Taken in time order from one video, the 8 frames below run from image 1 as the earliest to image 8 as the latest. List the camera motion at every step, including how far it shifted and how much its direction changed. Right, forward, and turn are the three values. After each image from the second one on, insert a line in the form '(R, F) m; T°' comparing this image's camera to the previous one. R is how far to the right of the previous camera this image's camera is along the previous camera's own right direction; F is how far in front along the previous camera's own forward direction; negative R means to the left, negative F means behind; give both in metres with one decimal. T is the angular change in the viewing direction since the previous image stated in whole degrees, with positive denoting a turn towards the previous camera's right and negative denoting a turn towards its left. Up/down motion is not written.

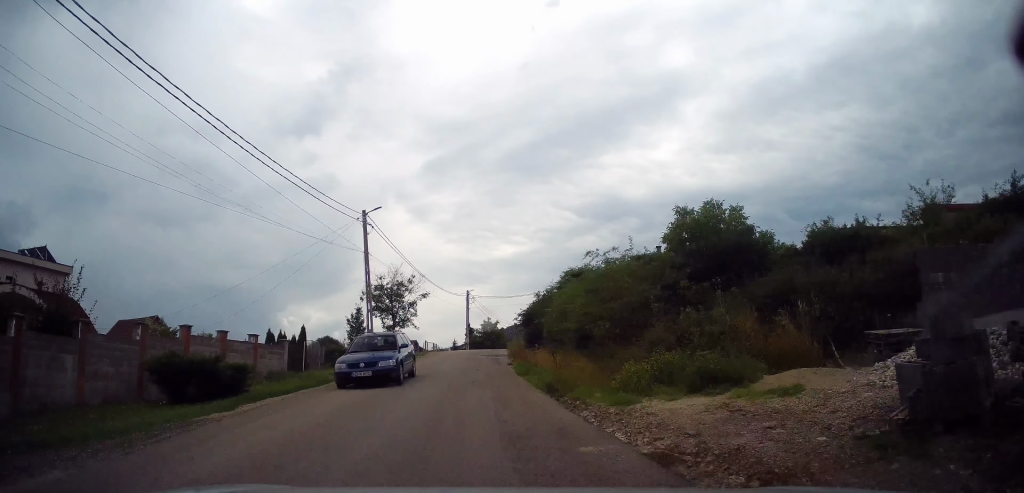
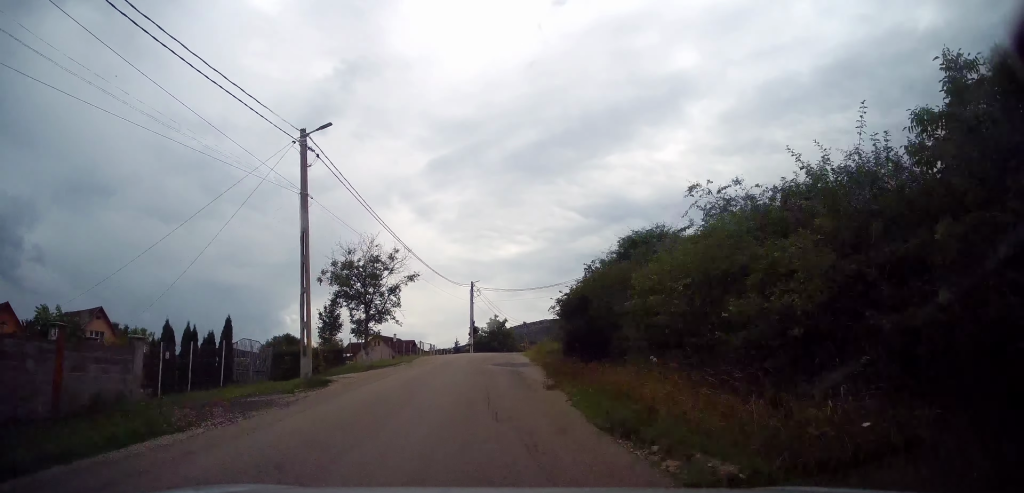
(0.0, +11.4) m; +1°
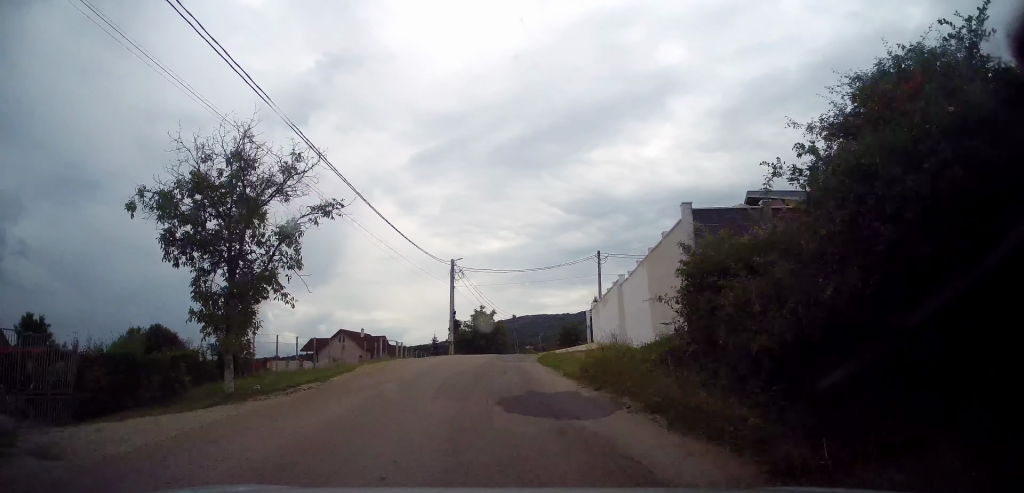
(+0.1, +14.0) m; +2°
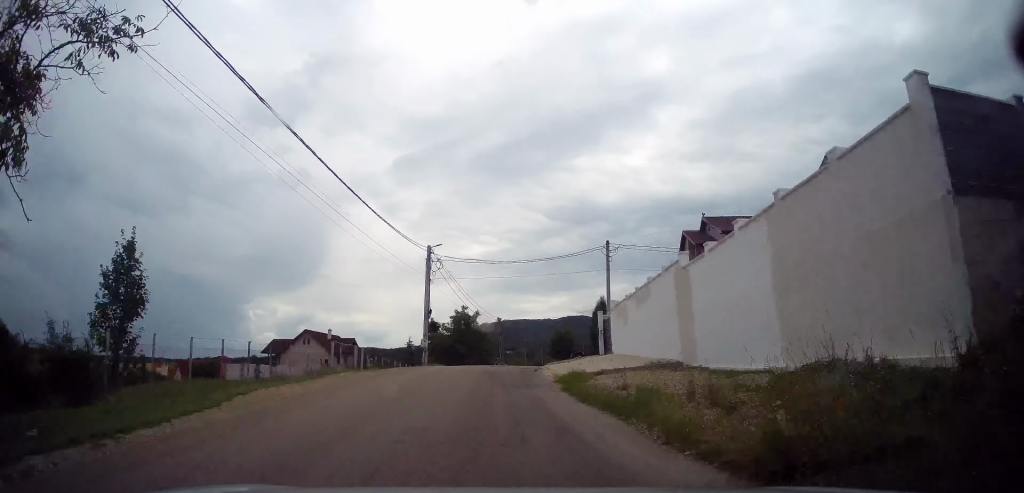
(0.0, +8.8) m; +1°
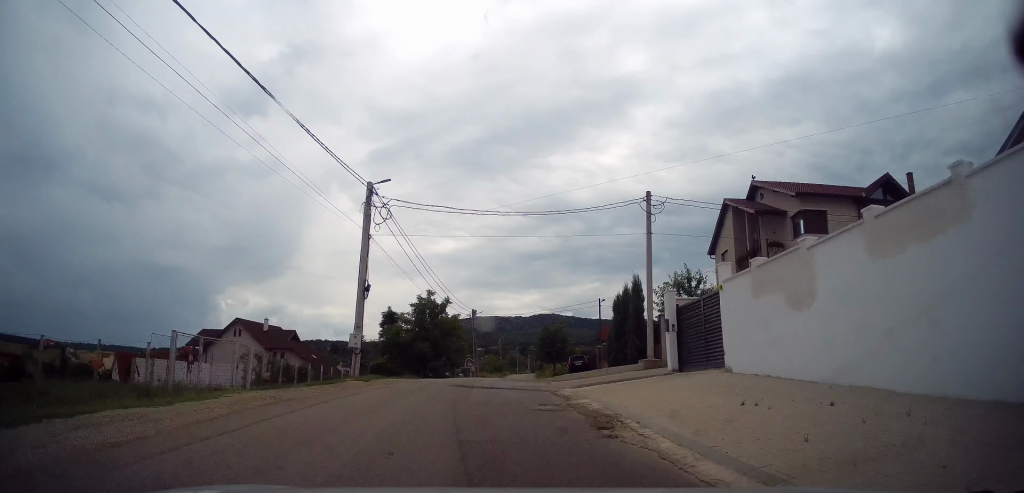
(+0.3, +14.4) m; +3°
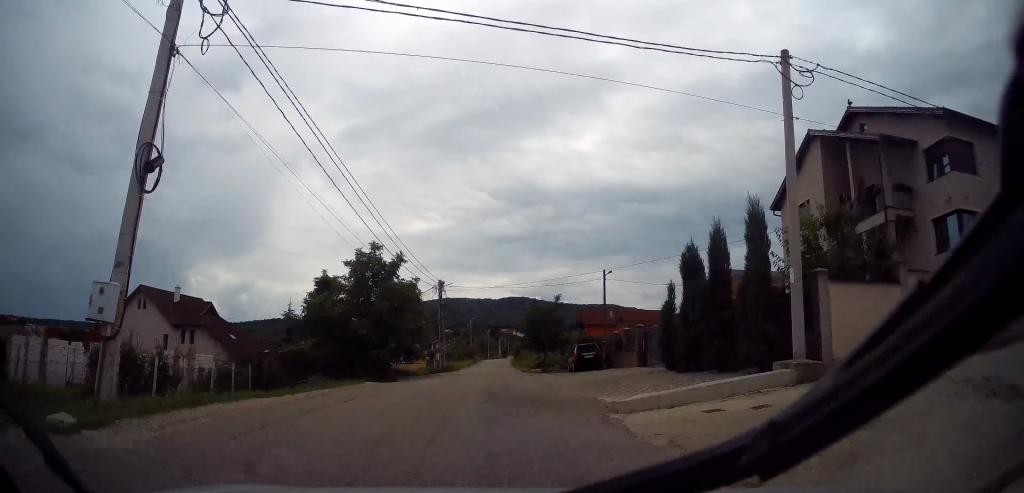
(+0.6, +14.1) m; +4°
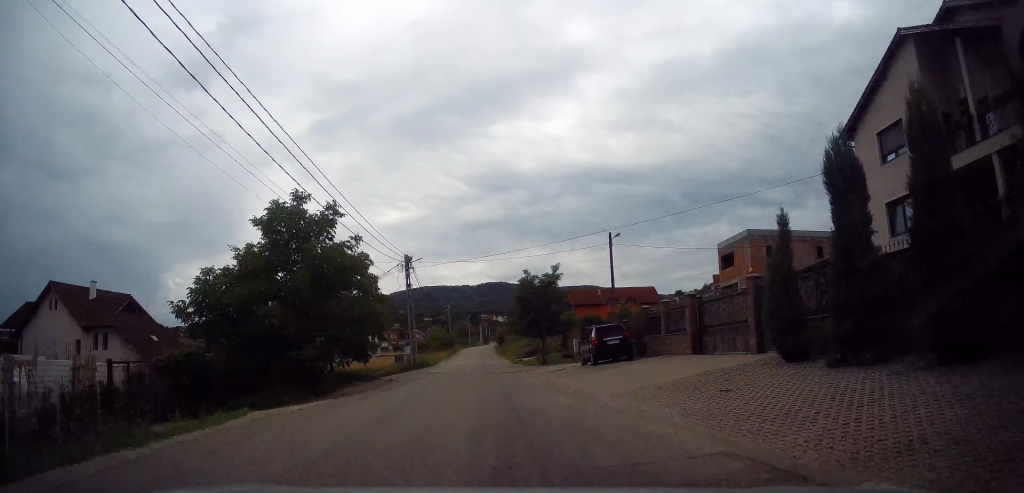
(+0.2, +9.4) m; +1°
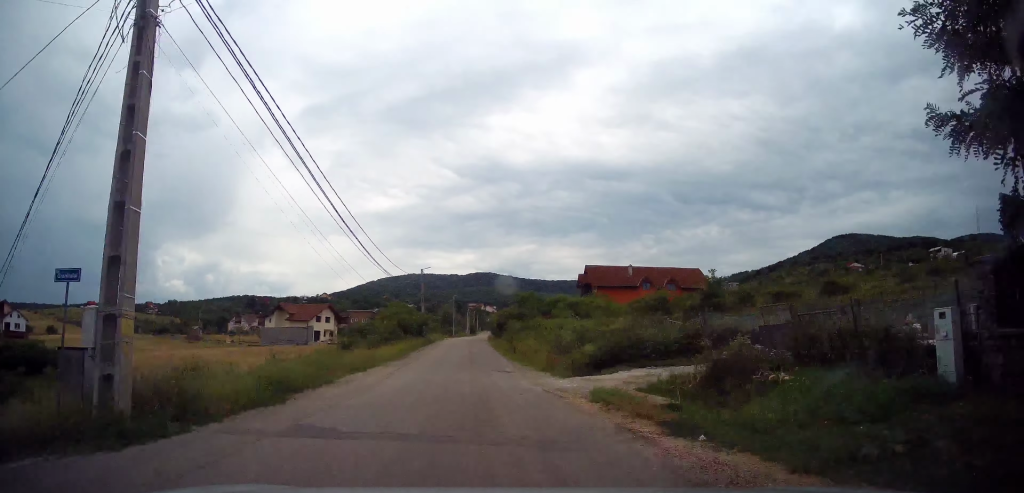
(+0.3, +32.7) m; +1°
